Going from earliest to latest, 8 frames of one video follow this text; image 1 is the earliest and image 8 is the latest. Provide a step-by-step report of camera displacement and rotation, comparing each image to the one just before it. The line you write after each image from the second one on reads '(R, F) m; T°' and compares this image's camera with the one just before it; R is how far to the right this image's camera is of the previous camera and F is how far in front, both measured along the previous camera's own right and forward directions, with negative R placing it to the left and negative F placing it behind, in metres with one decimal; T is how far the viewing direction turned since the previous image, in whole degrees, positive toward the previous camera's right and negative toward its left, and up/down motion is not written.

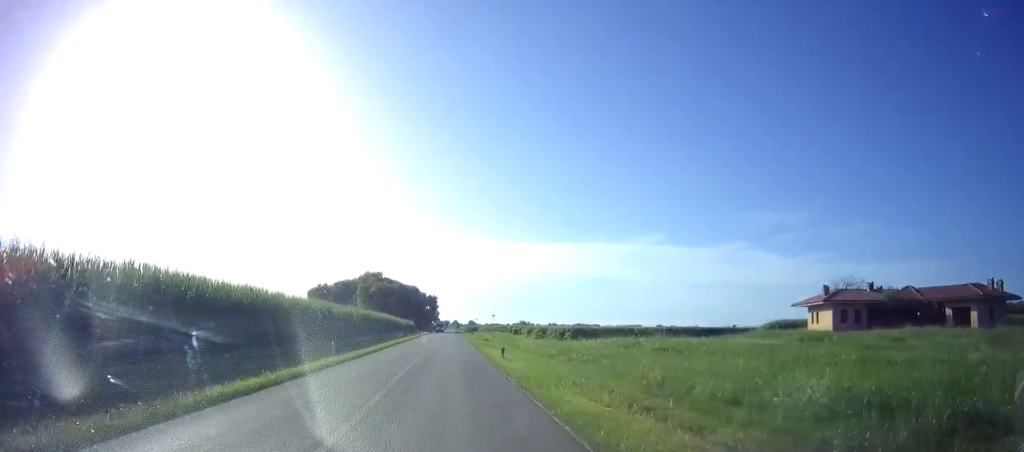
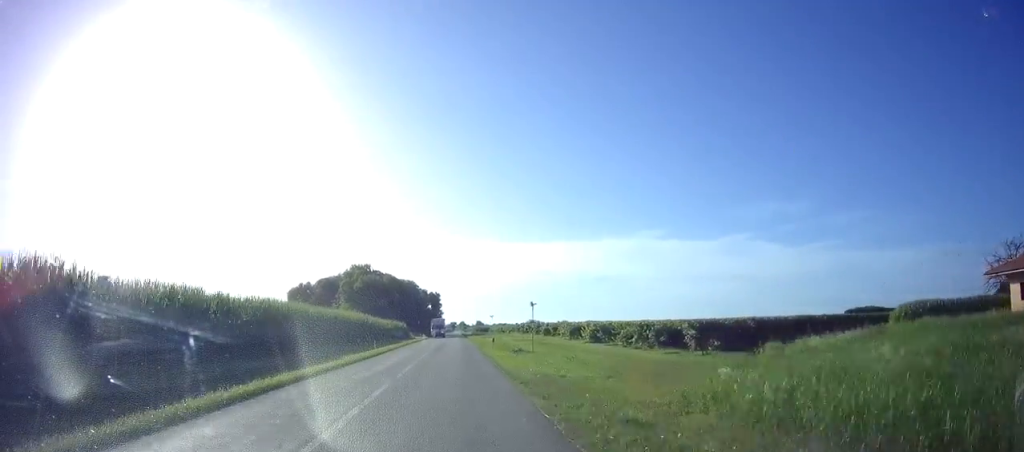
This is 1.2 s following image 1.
(-0.2, +28.2) m; -1°
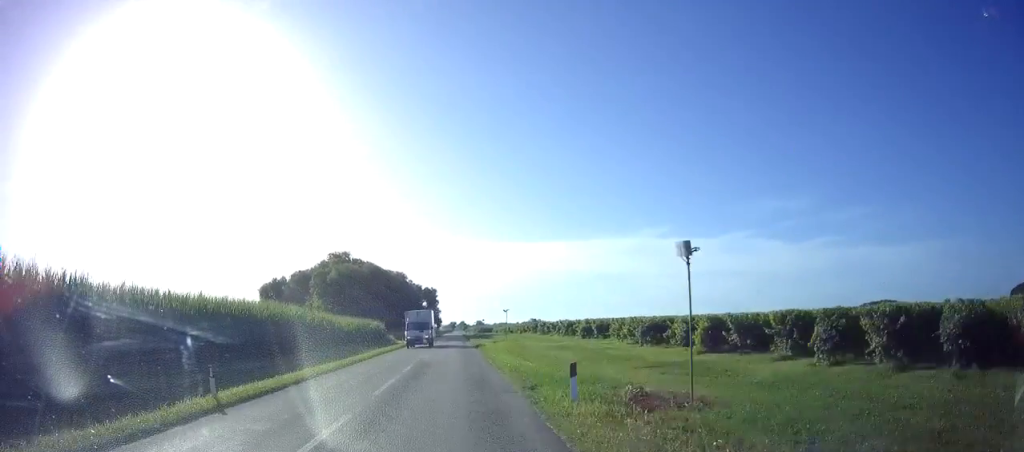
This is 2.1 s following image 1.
(-0.3, +22.4) m; -1°
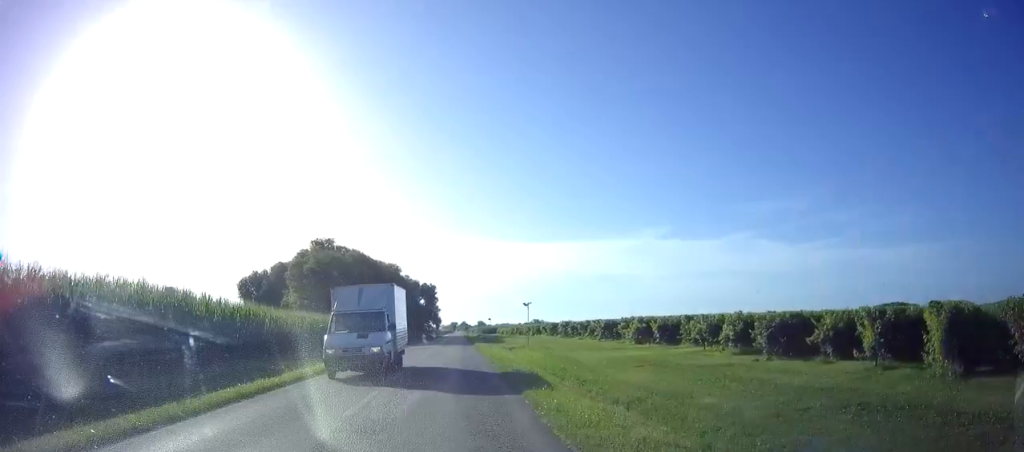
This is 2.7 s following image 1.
(-0.2, +14.7) m; 0°
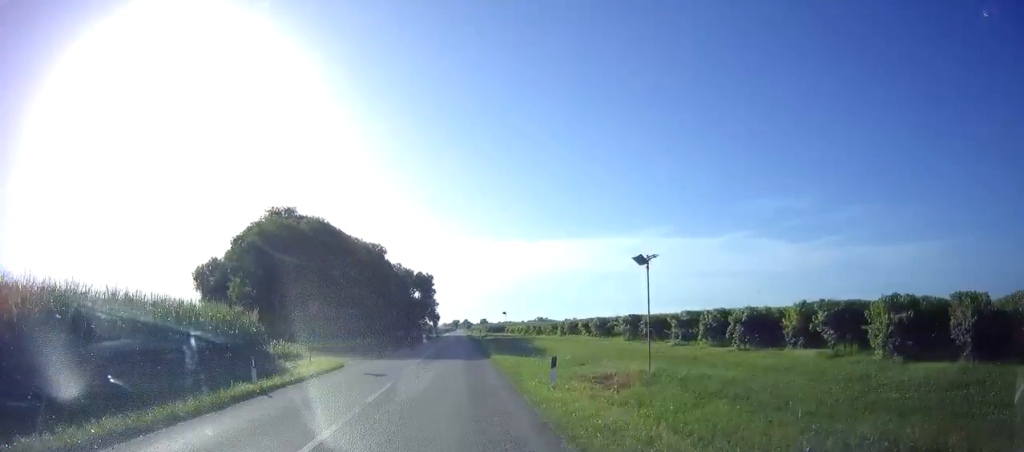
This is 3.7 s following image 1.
(-0.1, +23.2) m; 0°
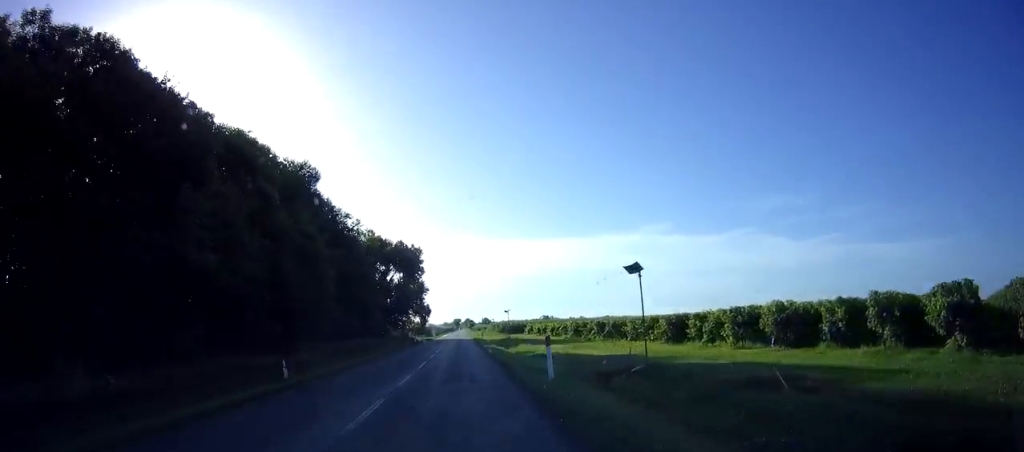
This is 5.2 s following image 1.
(+0.3, +39.0) m; 0°
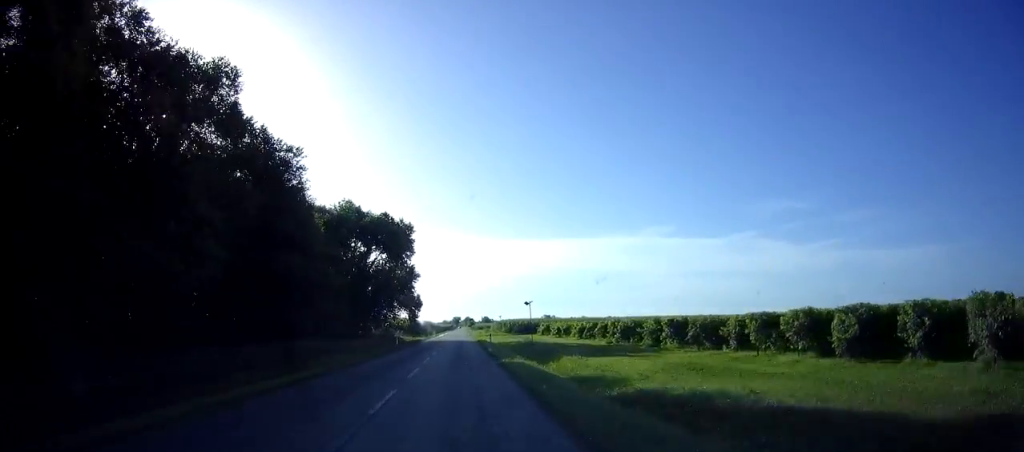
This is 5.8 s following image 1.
(-0.3, +16.5) m; 0°
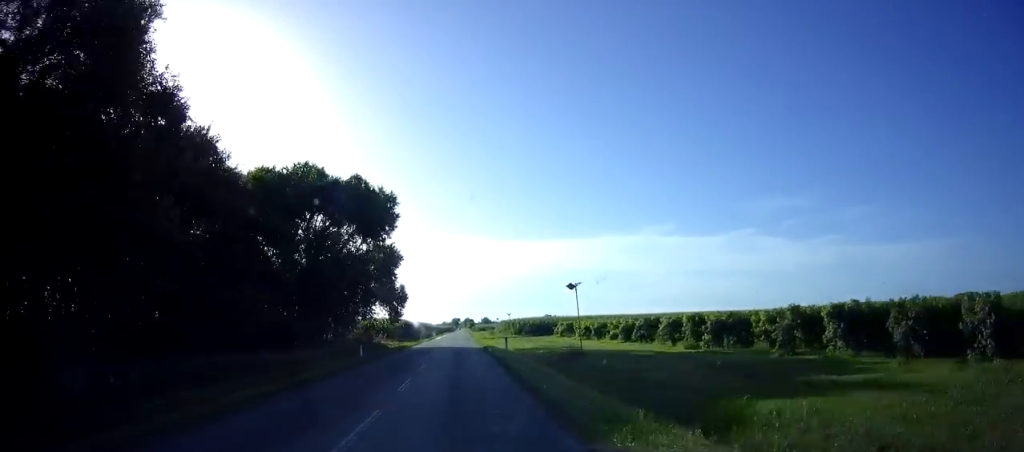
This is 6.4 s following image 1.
(-0.1, +15.8) m; 0°
